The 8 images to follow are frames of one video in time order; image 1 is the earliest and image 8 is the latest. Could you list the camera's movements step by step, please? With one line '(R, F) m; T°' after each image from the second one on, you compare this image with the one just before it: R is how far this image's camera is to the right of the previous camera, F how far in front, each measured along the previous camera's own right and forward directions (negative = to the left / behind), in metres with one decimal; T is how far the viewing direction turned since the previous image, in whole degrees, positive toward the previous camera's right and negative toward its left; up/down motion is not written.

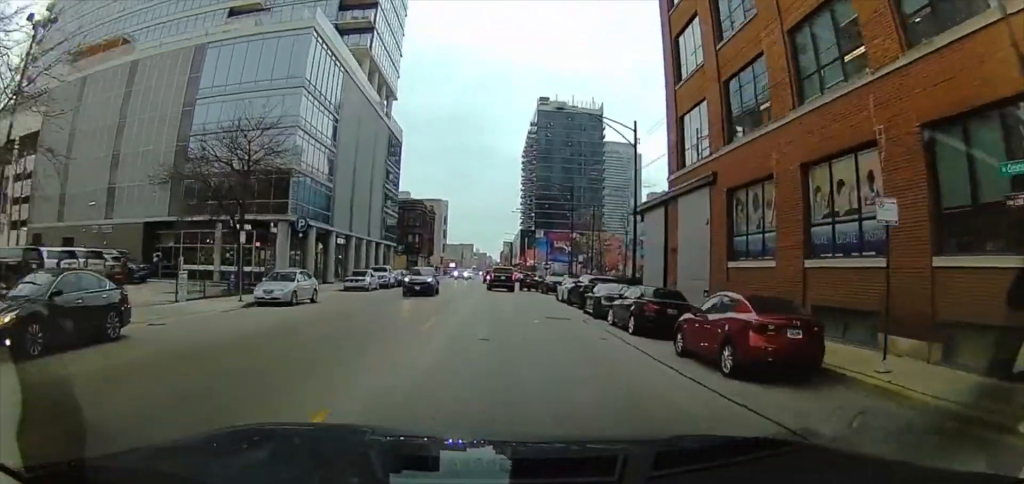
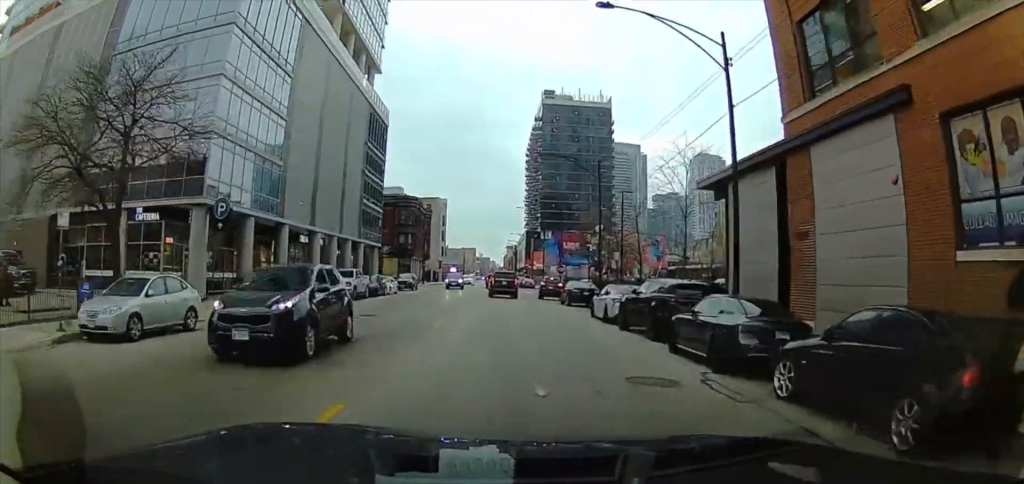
(0.0, +11.6) m; 0°
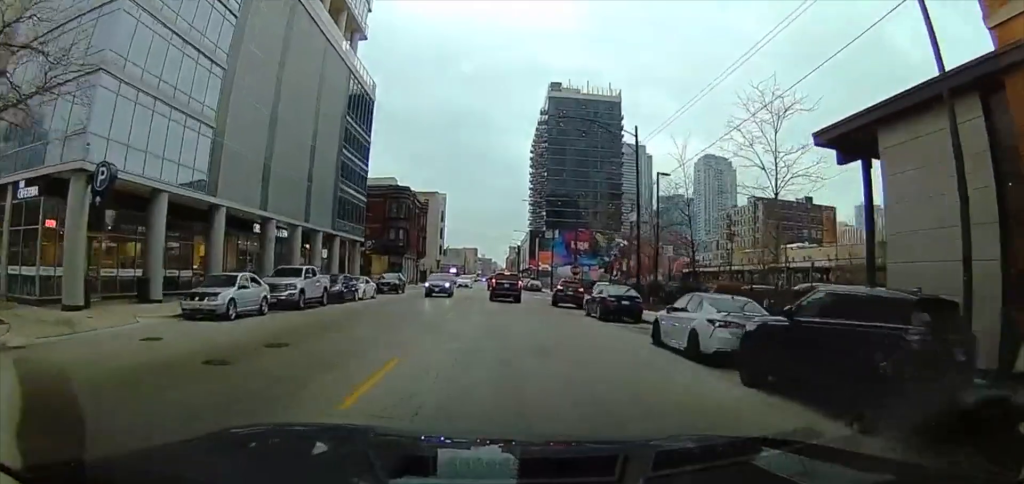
(0.0, +9.1) m; 0°
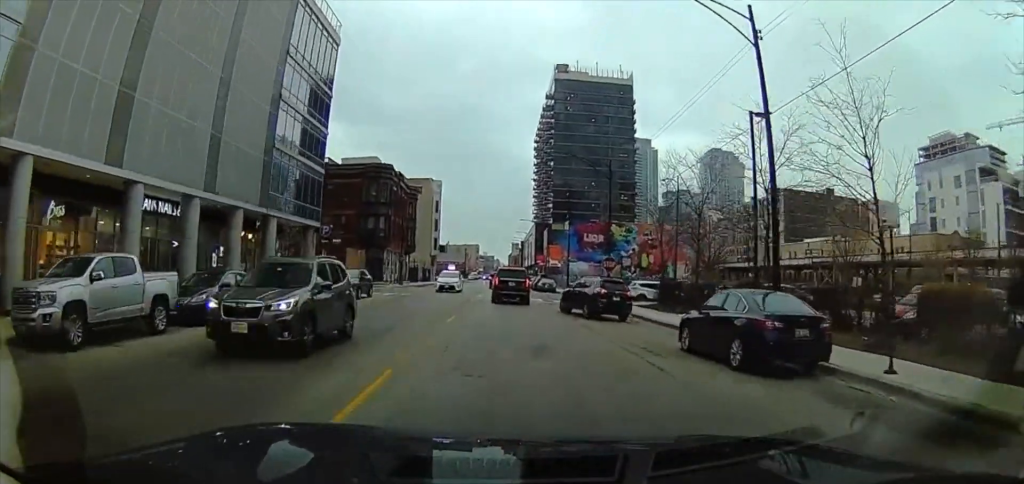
(0.0, +13.9) m; 0°
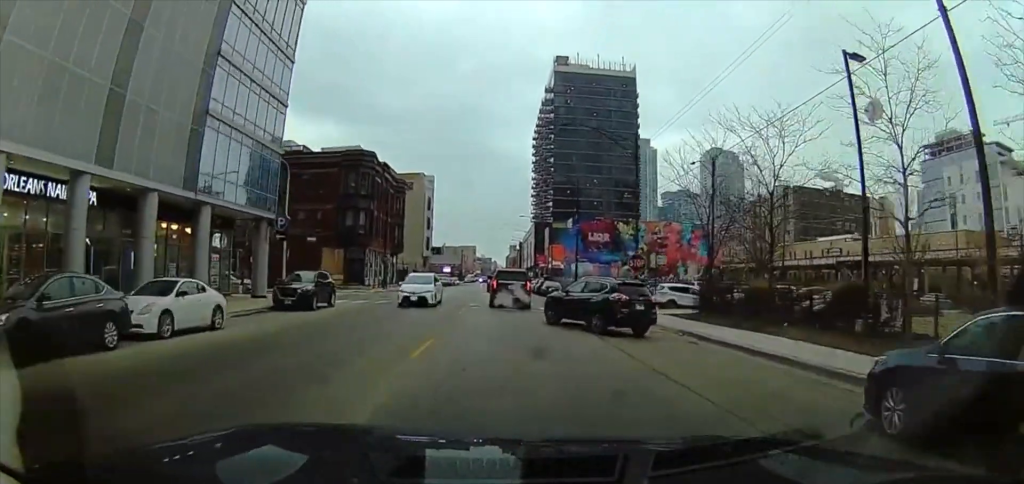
(0.0, +7.6) m; 0°
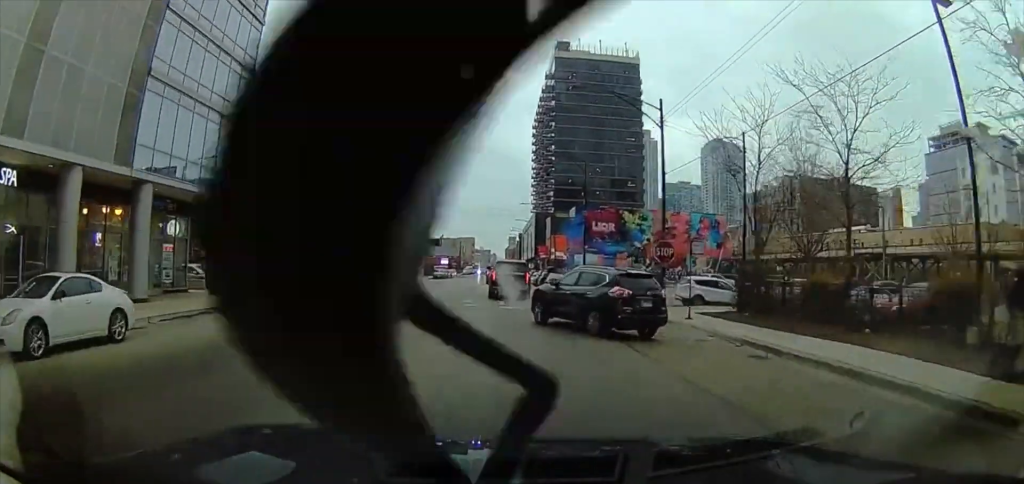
(0.0, +4.7) m; 0°
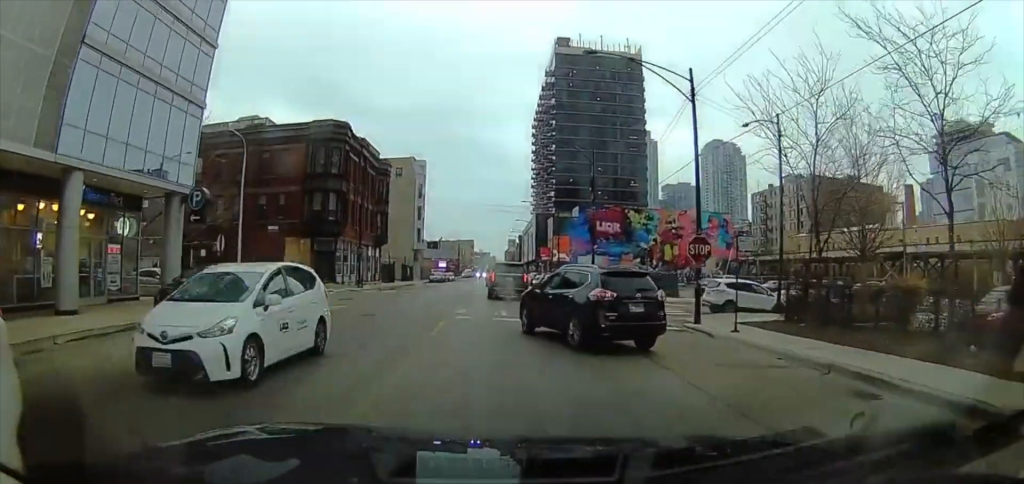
(0.0, +4.2) m; 0°
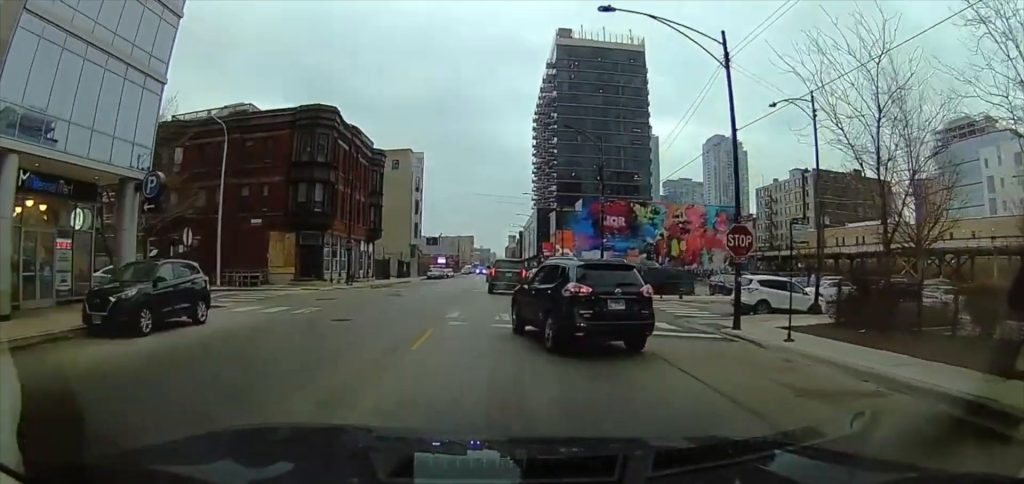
(0.0, +3.6) m; 0°
